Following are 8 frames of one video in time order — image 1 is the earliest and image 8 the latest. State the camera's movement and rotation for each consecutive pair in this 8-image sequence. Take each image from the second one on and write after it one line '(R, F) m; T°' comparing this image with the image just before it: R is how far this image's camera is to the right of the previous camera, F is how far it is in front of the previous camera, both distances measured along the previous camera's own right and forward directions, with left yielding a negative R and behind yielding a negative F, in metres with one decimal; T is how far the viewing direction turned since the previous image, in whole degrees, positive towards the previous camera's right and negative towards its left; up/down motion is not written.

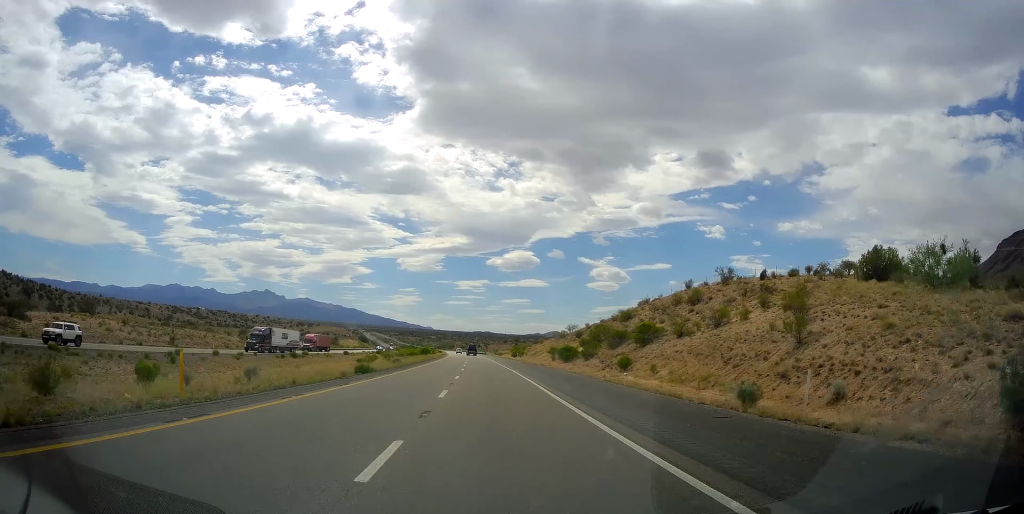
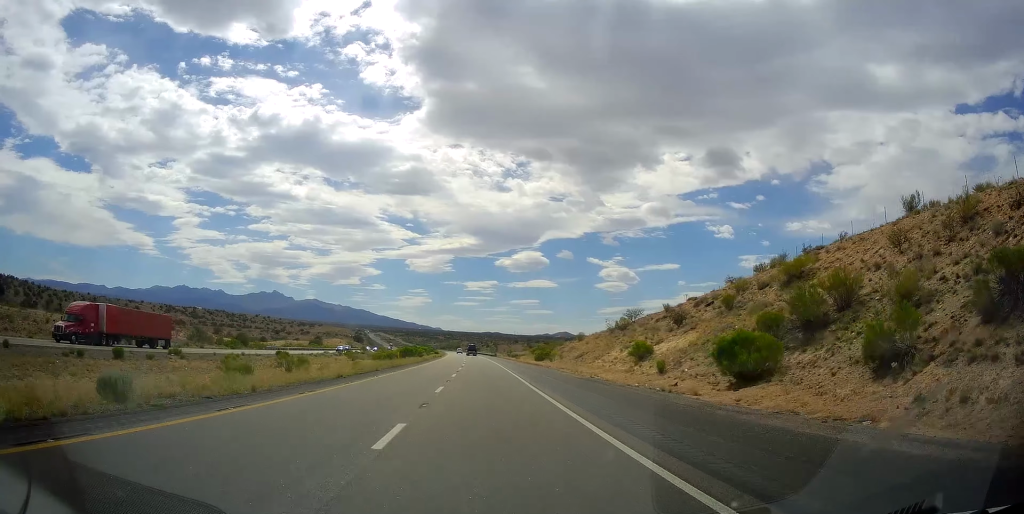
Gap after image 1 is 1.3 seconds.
(-0.2, +46.2) m; -1°
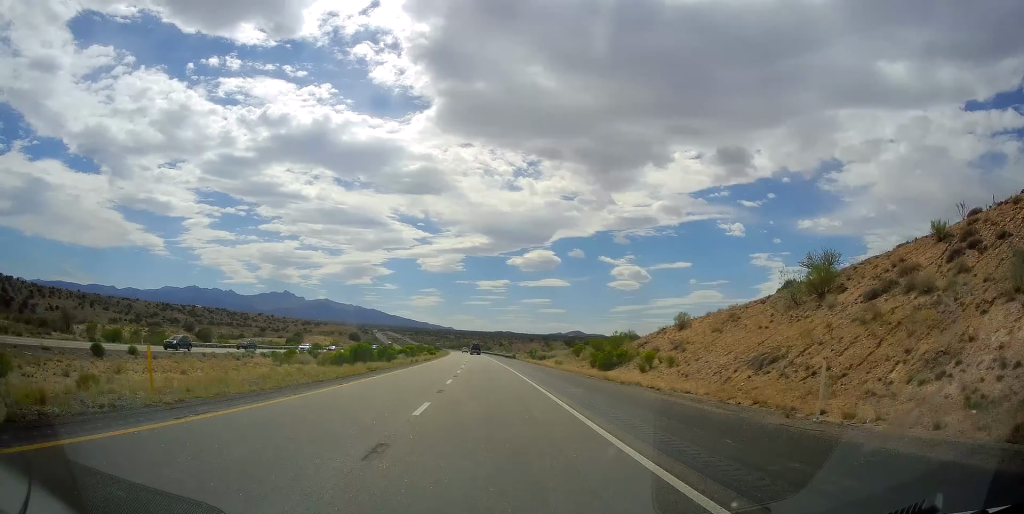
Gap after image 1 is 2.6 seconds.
(-0.8, +44.1) m; -1°
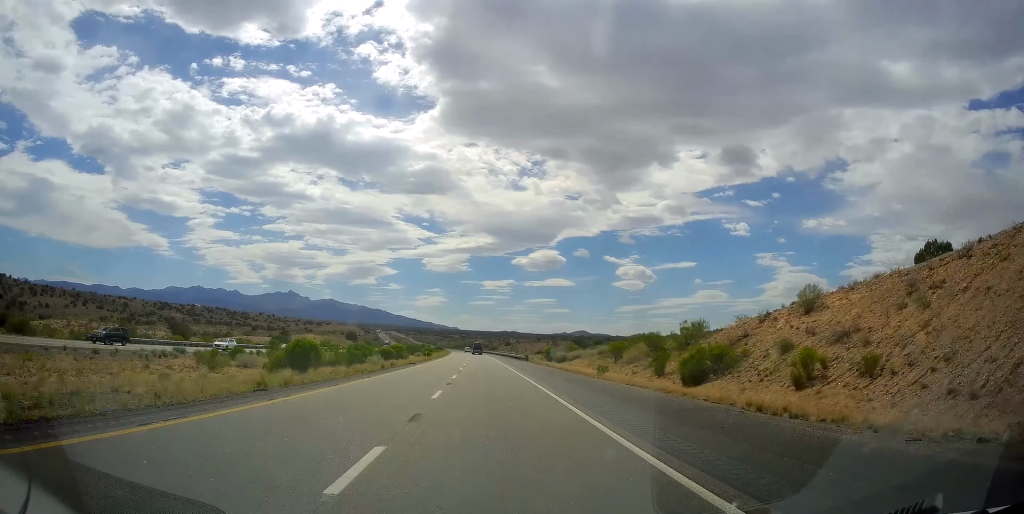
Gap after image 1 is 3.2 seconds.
(+0.1, +19.7) m; 0°
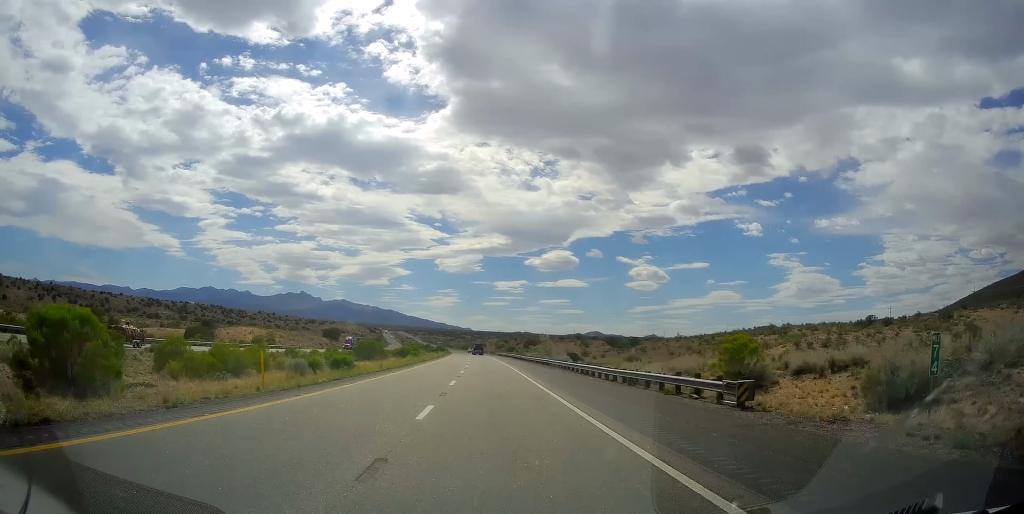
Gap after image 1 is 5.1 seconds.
(-0.8, +66.0) m; -2°
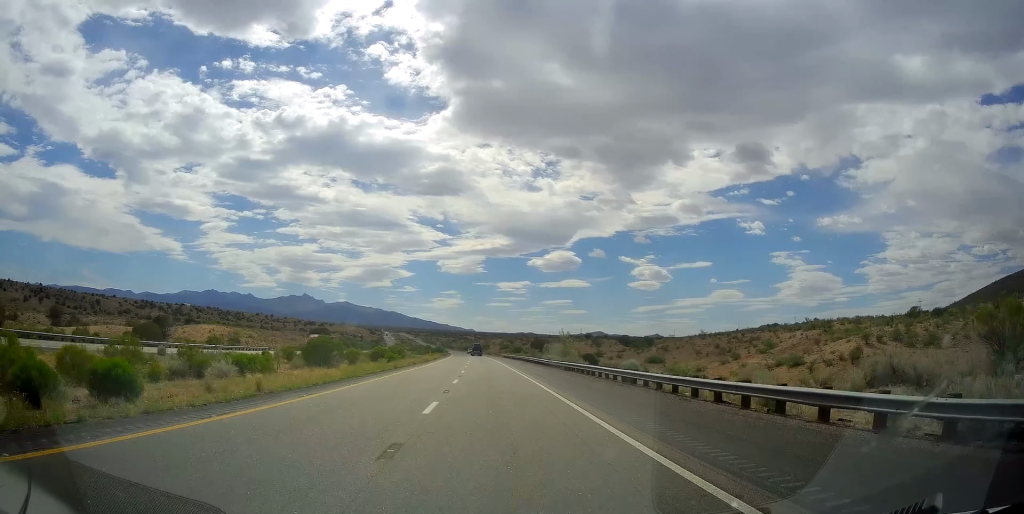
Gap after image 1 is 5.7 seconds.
(-0.1, +23.2) m; 0°
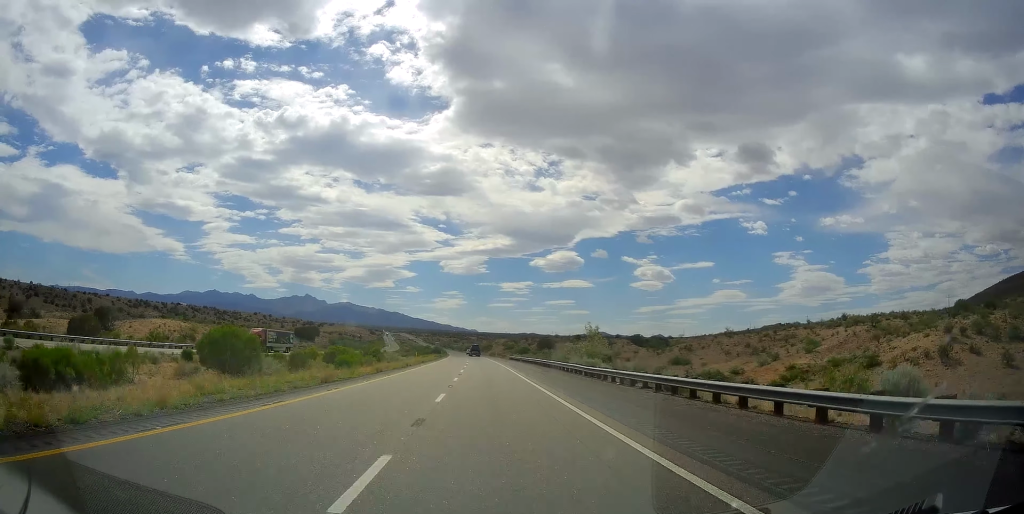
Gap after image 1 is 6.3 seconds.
(0.0, +20.9) m; 0°
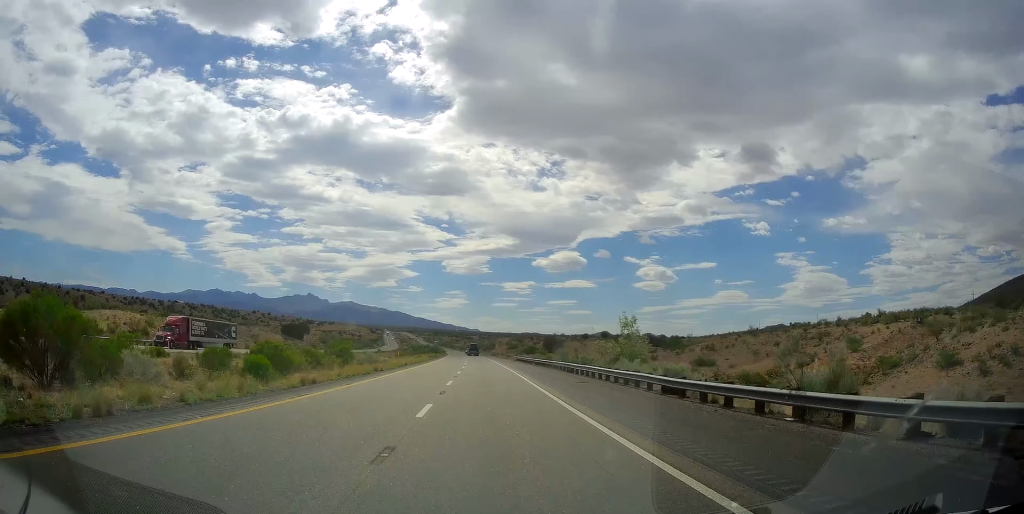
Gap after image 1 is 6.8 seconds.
(+0.1, +16.2) m; 0°
